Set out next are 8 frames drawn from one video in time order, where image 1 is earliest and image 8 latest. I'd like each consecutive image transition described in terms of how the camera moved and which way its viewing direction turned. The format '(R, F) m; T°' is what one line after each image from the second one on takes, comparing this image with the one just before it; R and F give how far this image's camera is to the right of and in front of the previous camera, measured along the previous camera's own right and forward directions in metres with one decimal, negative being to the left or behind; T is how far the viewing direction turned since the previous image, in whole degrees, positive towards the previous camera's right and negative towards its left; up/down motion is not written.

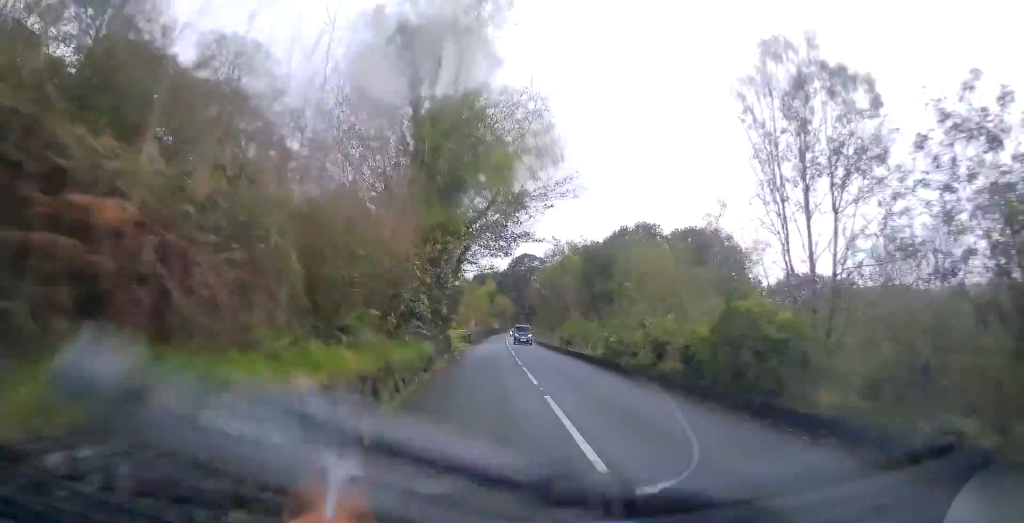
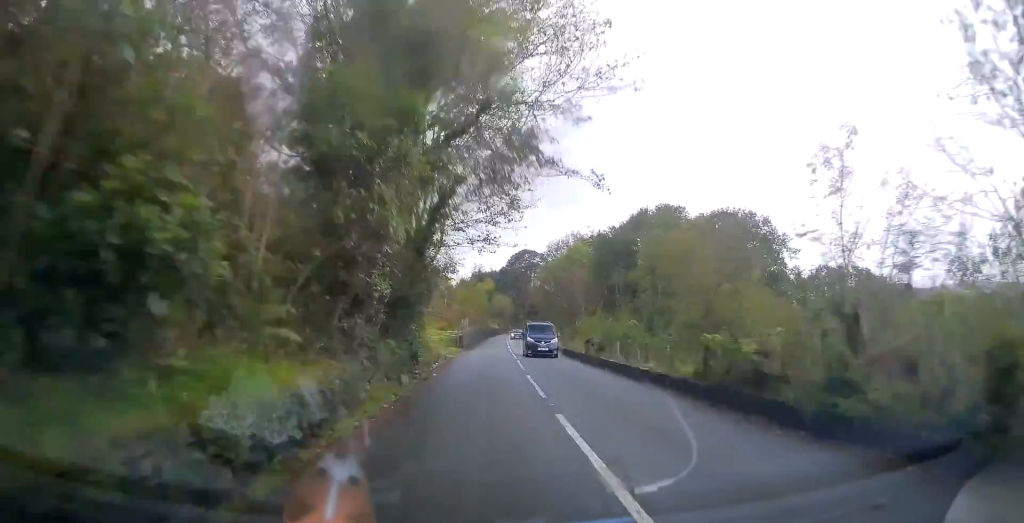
(+0.1, +12.2) m; -1°
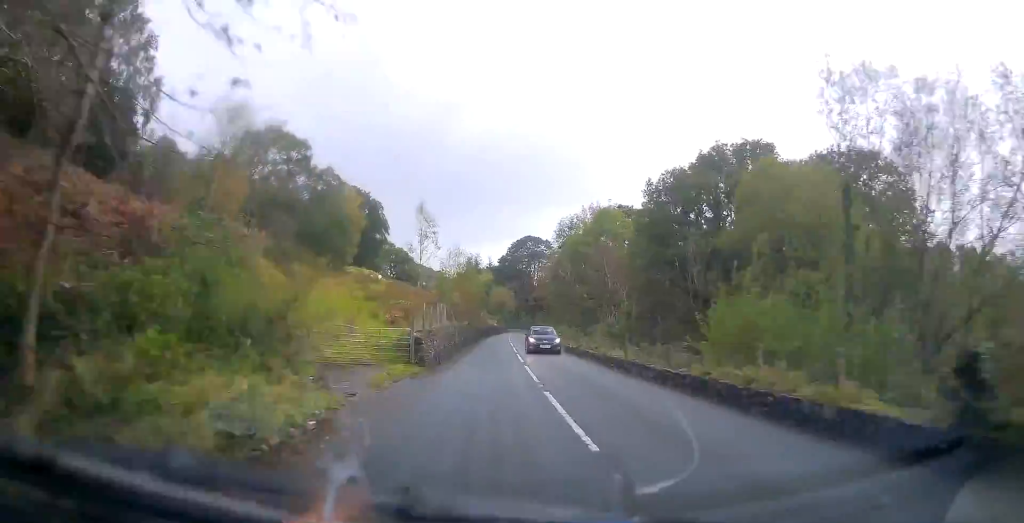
(-0.4, +24.5) m; 0°
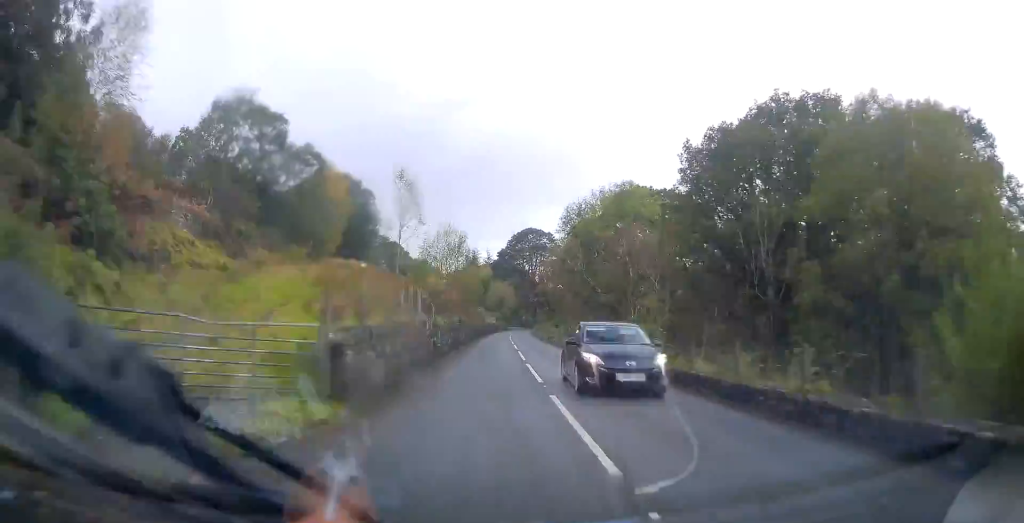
(0.0, +10.2) m; +1°
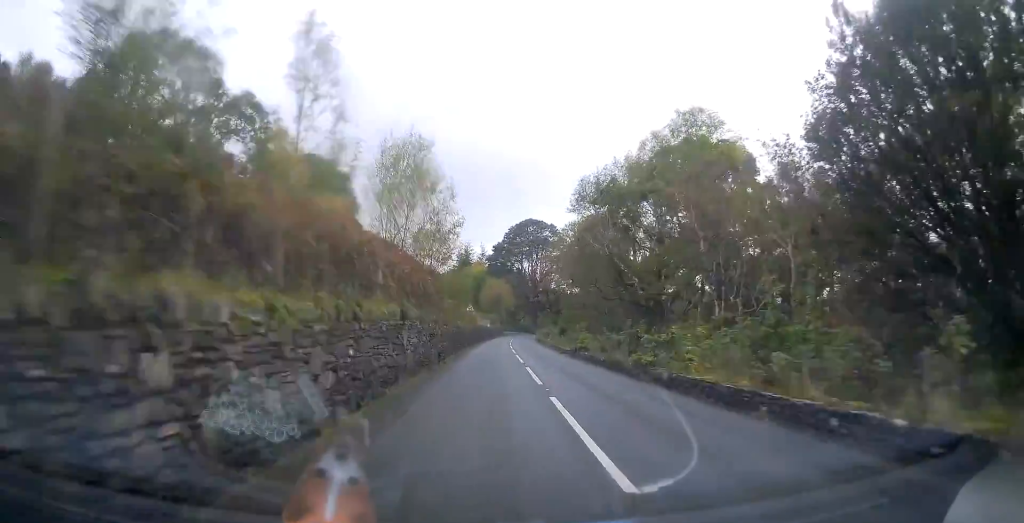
(+0.3, +19.4) m; 0°
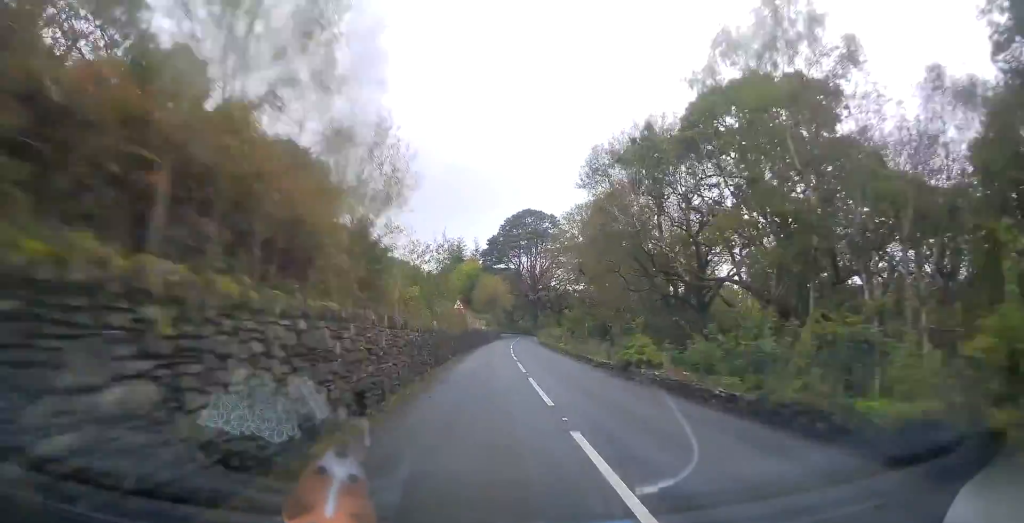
(0.0, +12.6) m; 0°
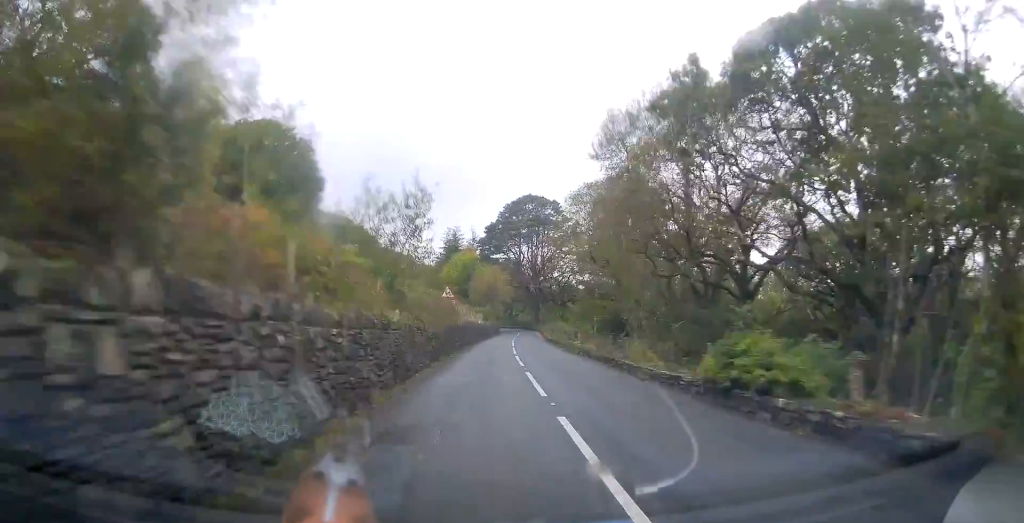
(-0.2, +8.4) m; 0°
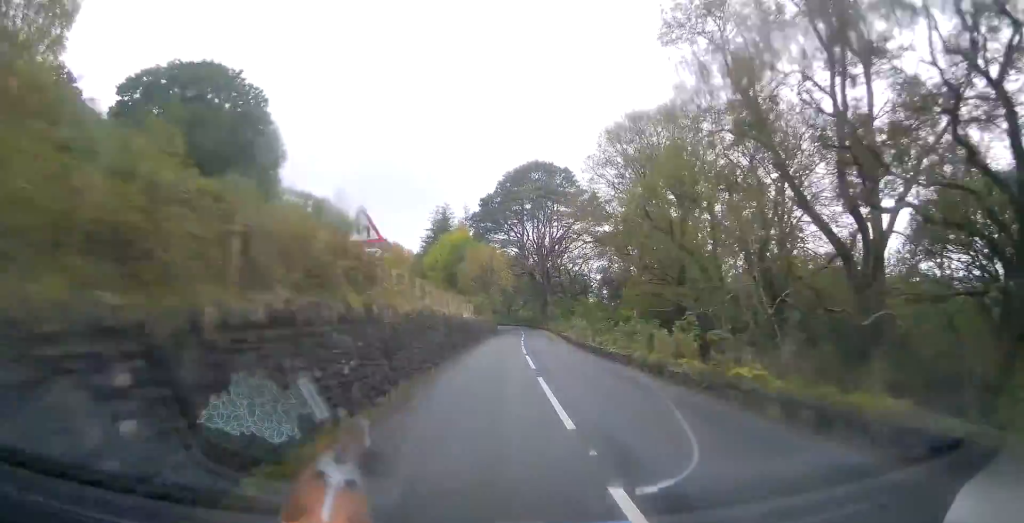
(+0.1, +22.0) m; +1°
